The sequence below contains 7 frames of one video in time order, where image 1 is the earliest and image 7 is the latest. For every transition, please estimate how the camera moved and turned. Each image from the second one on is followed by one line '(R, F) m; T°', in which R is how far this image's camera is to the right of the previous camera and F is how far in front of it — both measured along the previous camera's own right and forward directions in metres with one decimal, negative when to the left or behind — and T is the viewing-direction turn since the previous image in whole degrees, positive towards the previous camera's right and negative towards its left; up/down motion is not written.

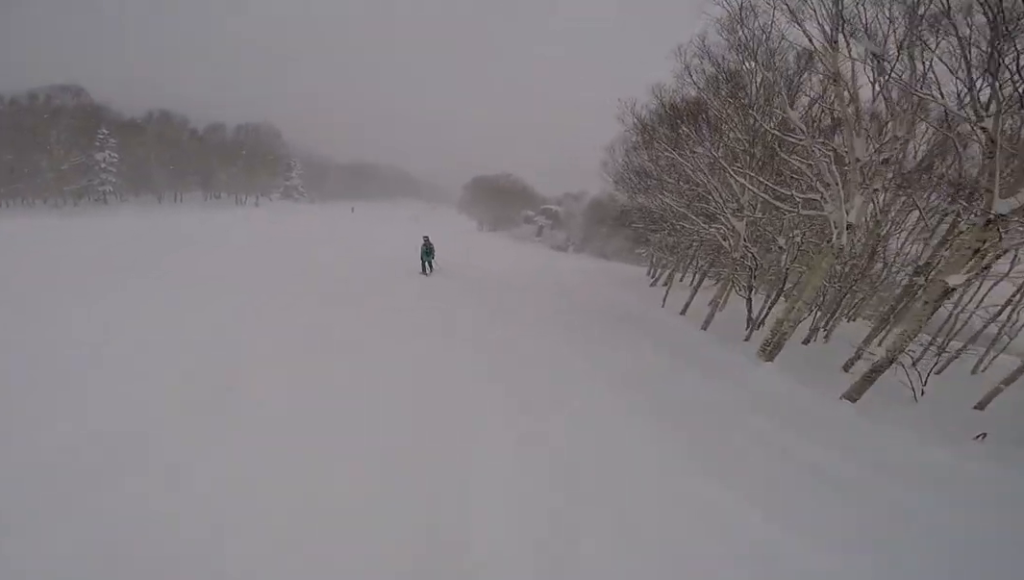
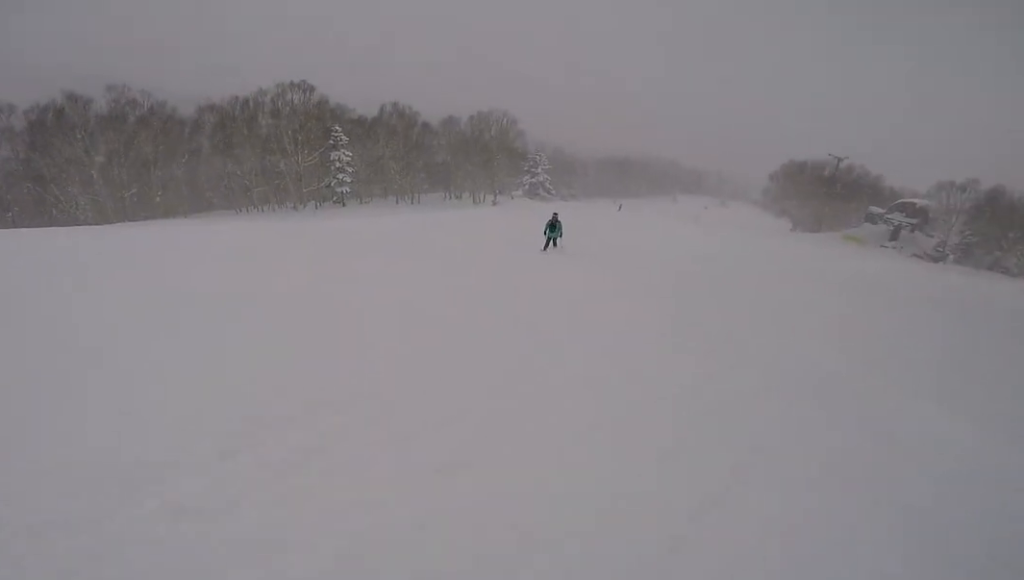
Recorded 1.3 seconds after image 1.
(-1.9, +8.5) m; -27°
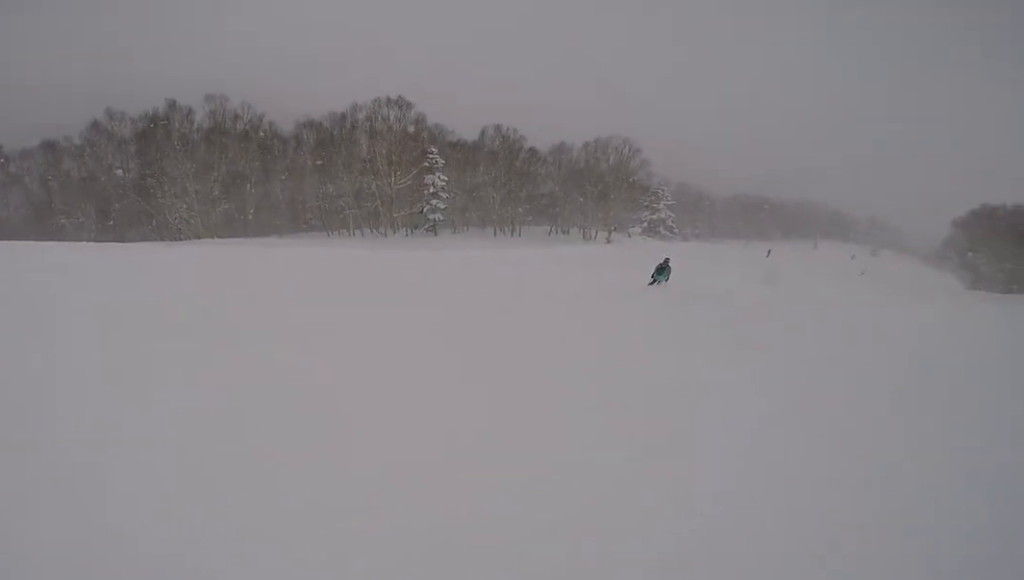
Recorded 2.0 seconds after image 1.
(-0.7, +4.8) m; -11°
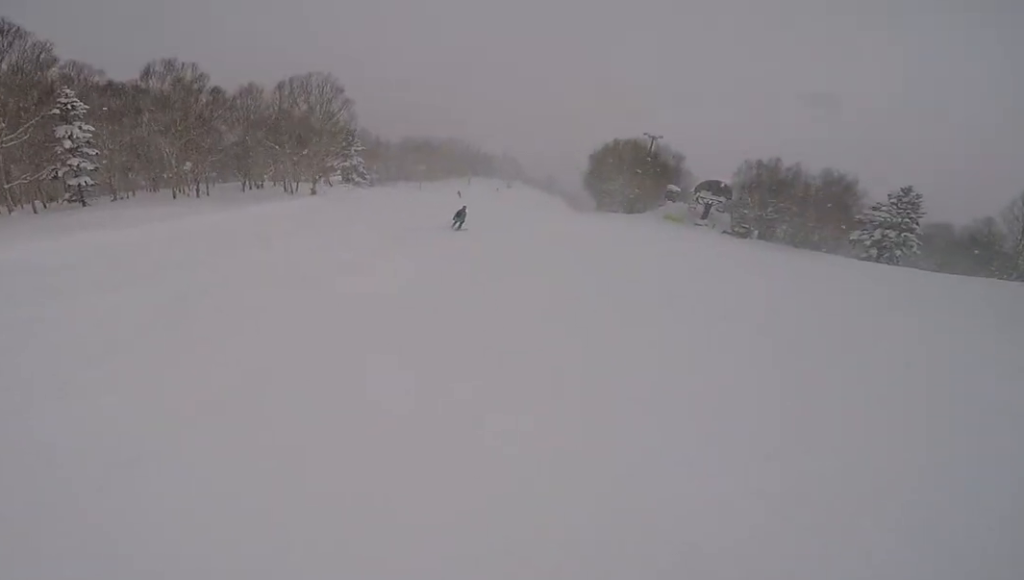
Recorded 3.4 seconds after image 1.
(-1.1, +9.6) m; +8°
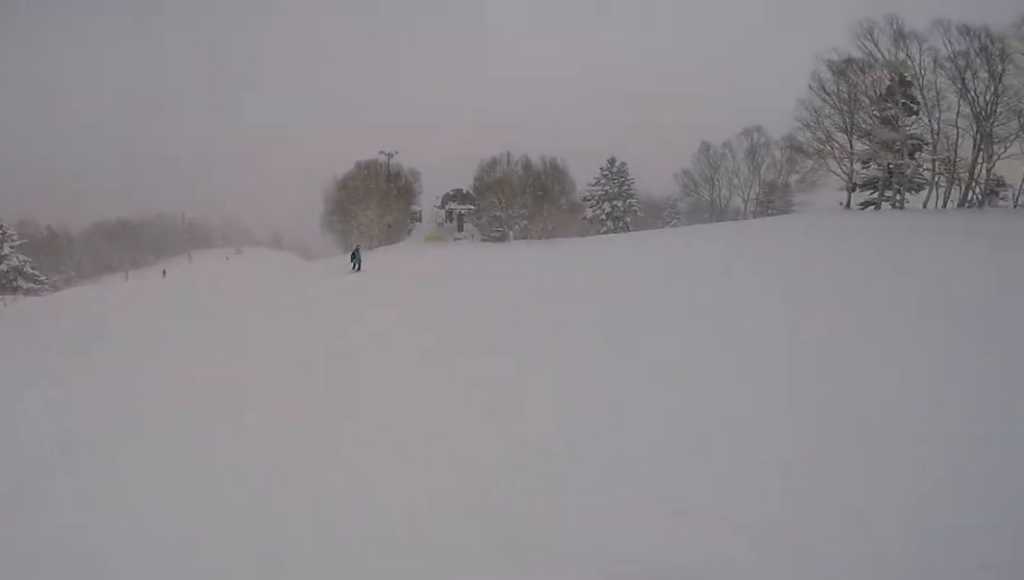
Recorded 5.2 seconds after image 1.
(+5.3, +10.6) m; +42°
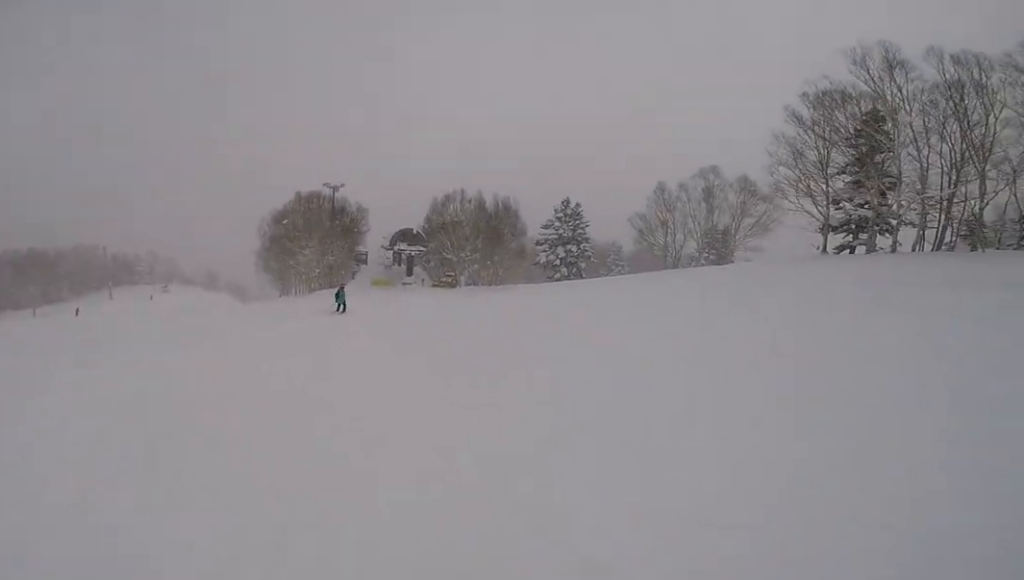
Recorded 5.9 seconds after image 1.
(+0.4, +4.8) m; +5°
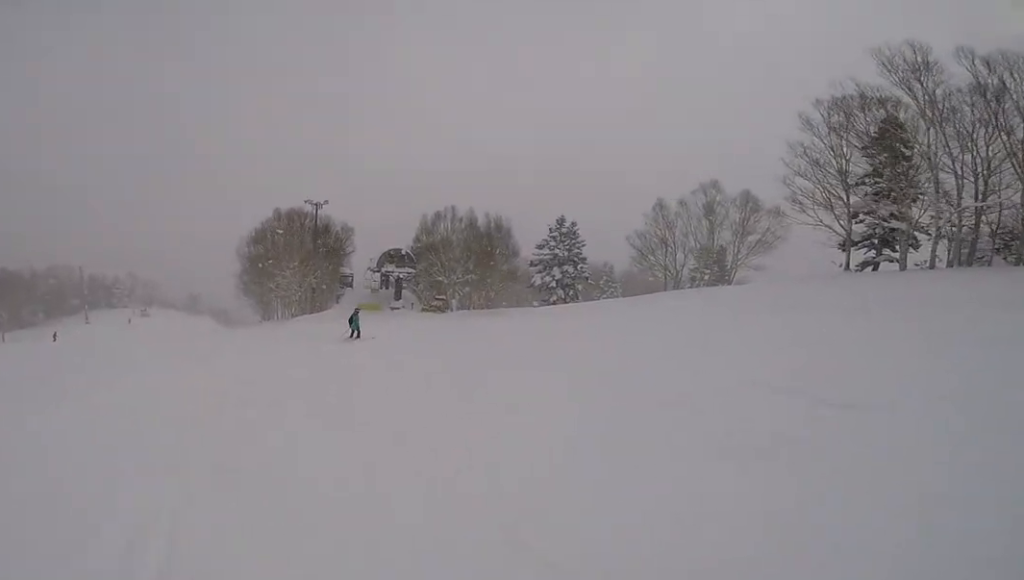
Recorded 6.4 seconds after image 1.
(-0.2, +3.1) m; 0°
